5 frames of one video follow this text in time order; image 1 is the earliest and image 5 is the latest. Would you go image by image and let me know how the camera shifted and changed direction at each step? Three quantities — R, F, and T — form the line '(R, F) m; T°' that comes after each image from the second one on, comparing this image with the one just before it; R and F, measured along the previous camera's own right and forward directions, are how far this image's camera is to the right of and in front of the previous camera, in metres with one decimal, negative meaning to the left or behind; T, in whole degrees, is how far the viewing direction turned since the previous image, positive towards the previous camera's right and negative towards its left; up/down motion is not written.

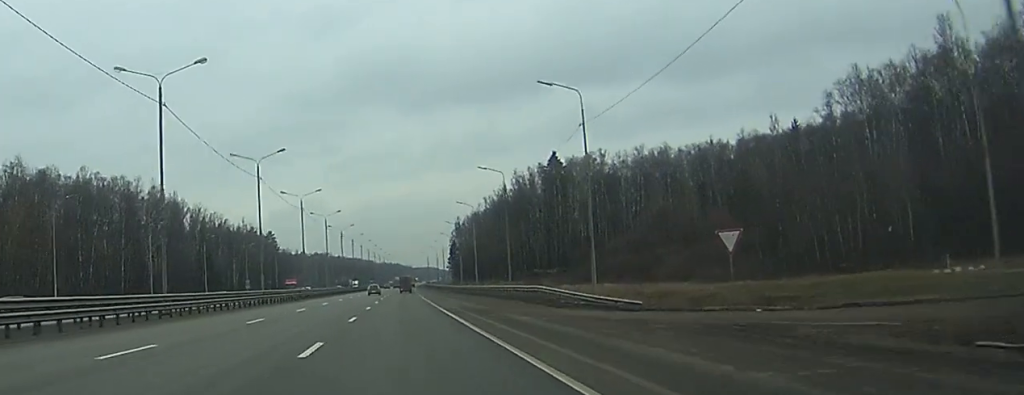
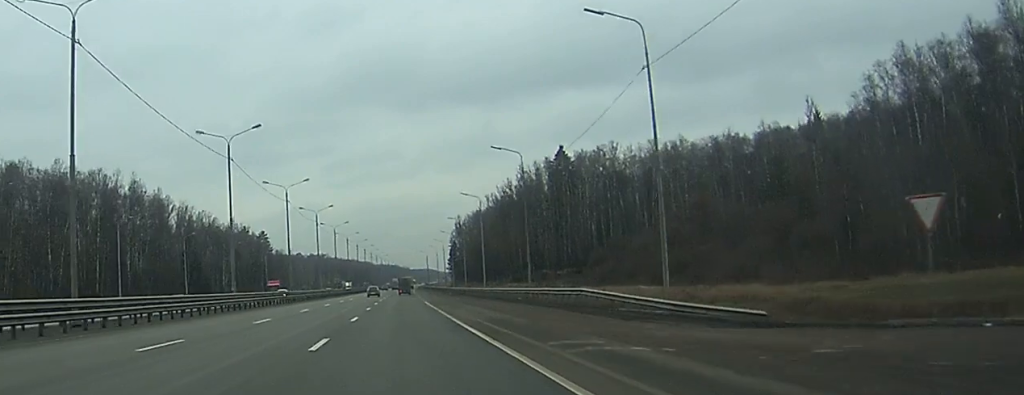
(+0.1, +13.3) m; 0°
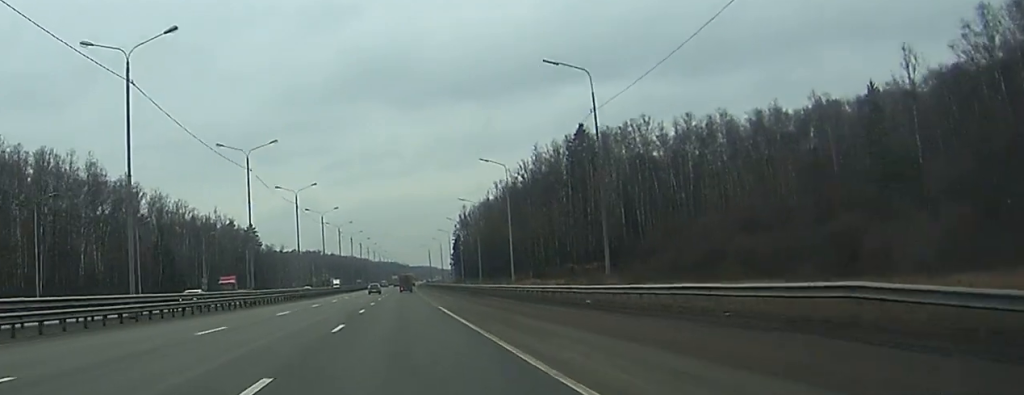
(0.0, +25.9) m; 0°
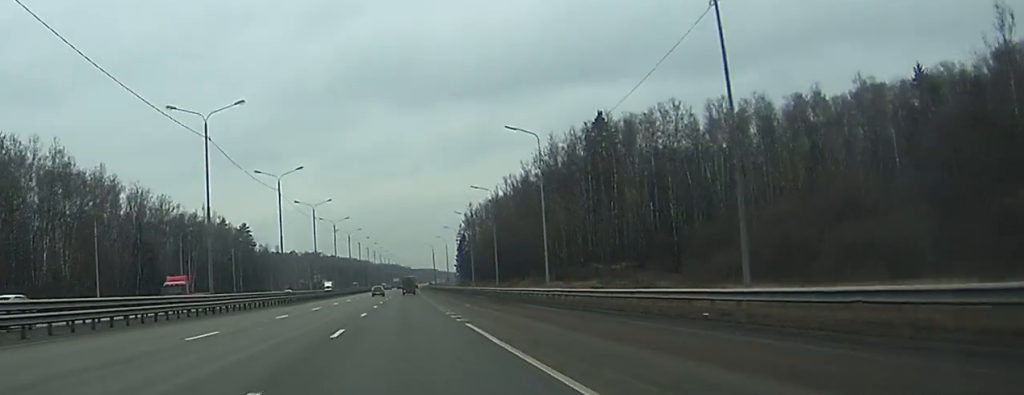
(0.0, +17.4) m; 0°
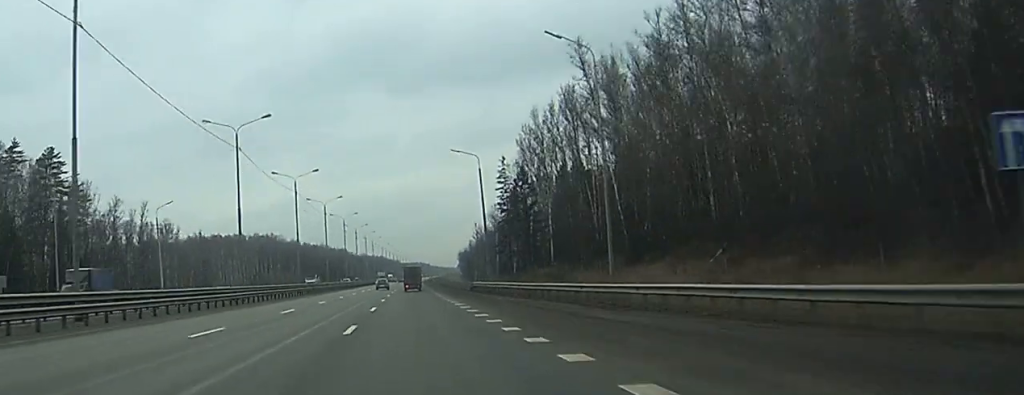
(+0.7, +160.0) m; +1°
